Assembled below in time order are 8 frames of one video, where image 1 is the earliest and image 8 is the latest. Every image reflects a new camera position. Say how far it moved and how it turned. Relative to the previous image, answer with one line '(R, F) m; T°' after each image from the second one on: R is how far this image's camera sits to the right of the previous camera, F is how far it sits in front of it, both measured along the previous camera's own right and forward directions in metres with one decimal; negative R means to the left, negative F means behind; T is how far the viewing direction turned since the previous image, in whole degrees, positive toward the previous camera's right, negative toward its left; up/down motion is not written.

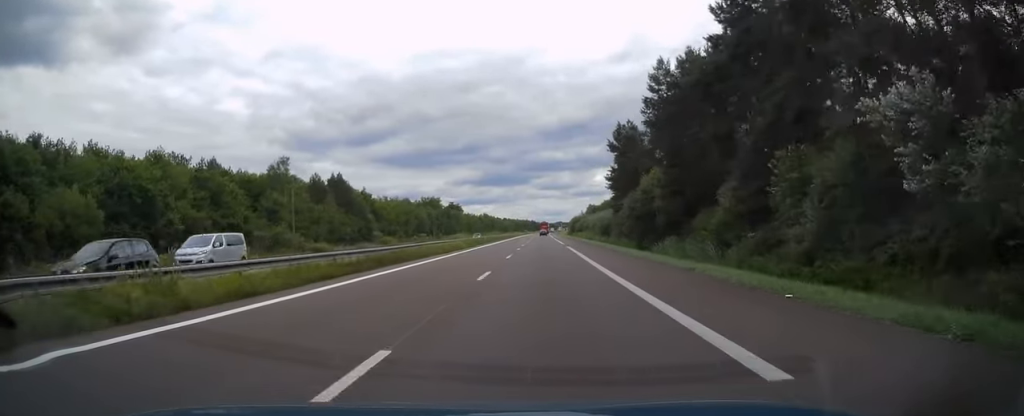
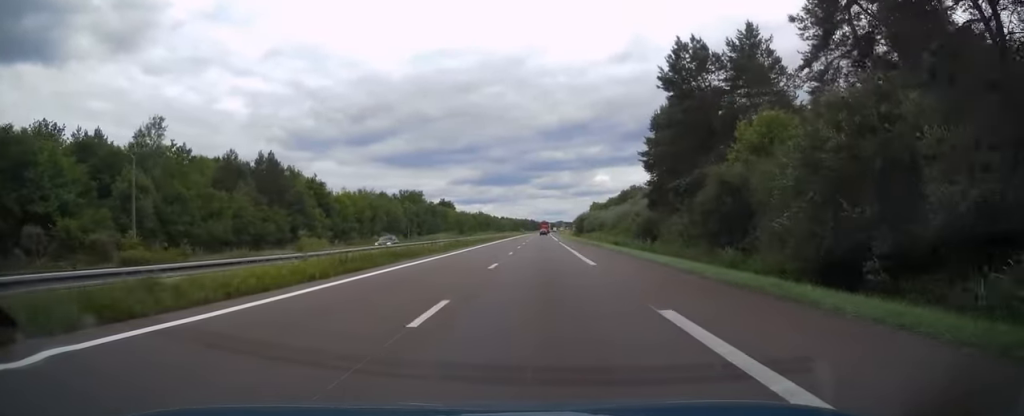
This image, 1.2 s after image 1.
(+0.2, +34.3) m; 0°
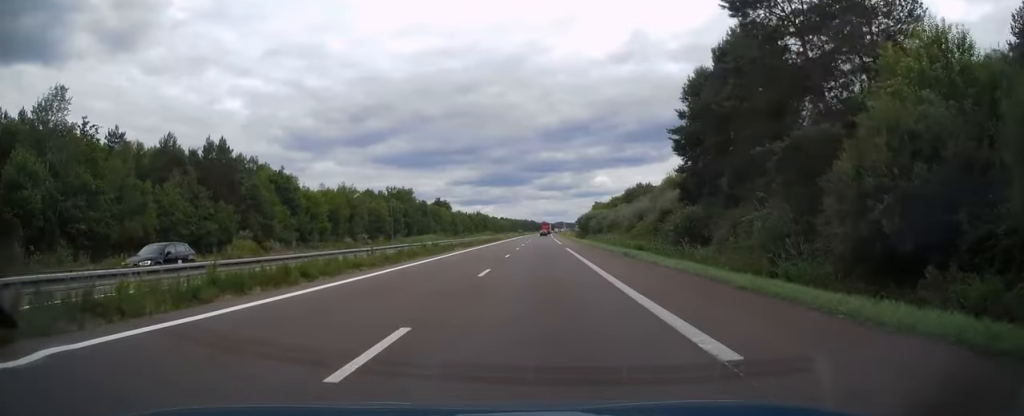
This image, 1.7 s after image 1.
(+0.1, +16.2) m; 0°
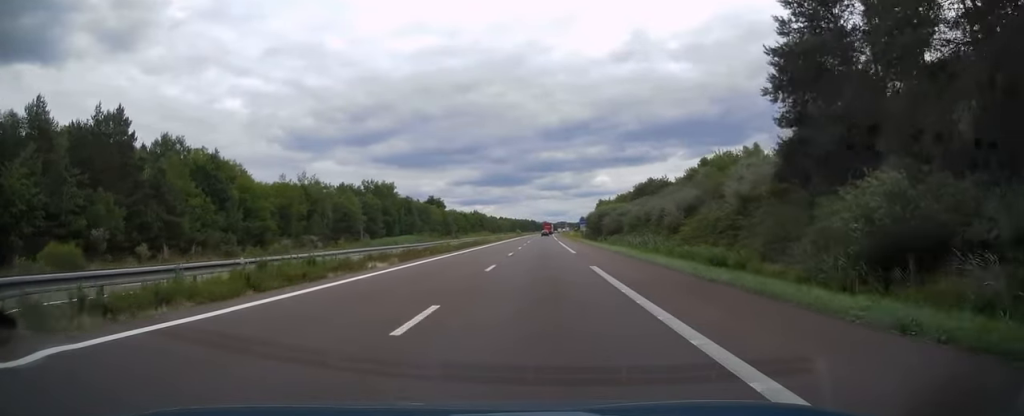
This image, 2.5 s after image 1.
(-0.2, +23.5) m; 0°
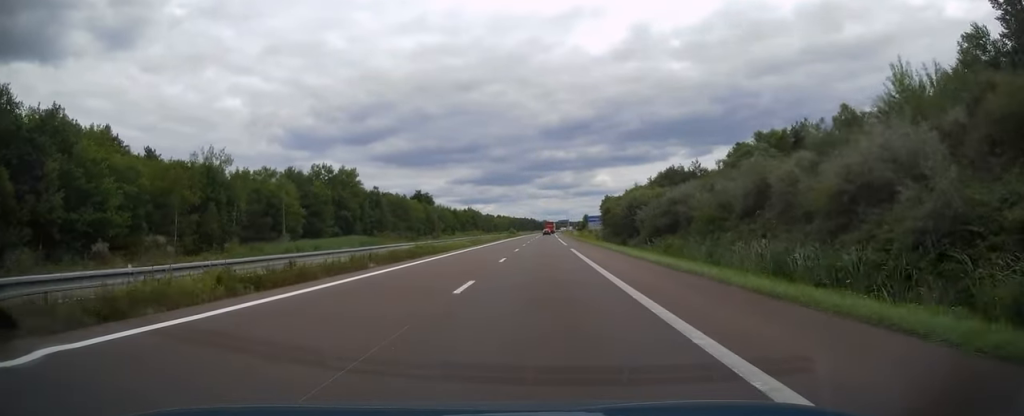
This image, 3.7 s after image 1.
(+0.3, +33.9) m; 0°
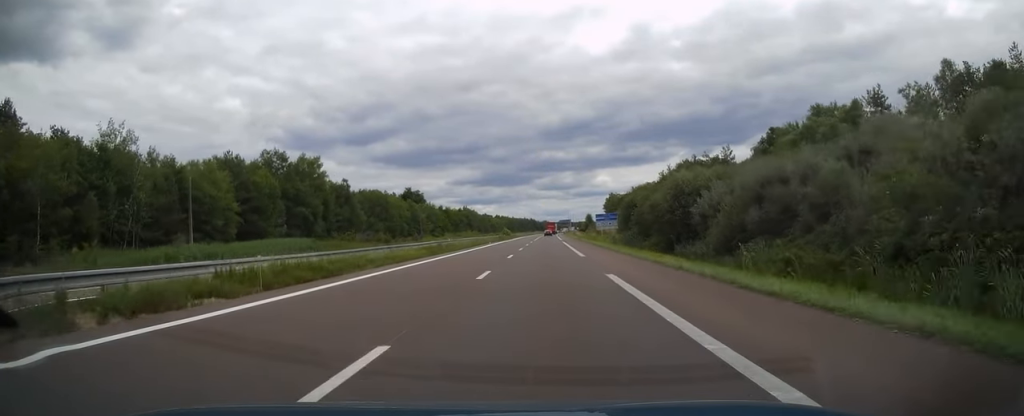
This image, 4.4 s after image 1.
(-0.2, +22.0) m; -1°
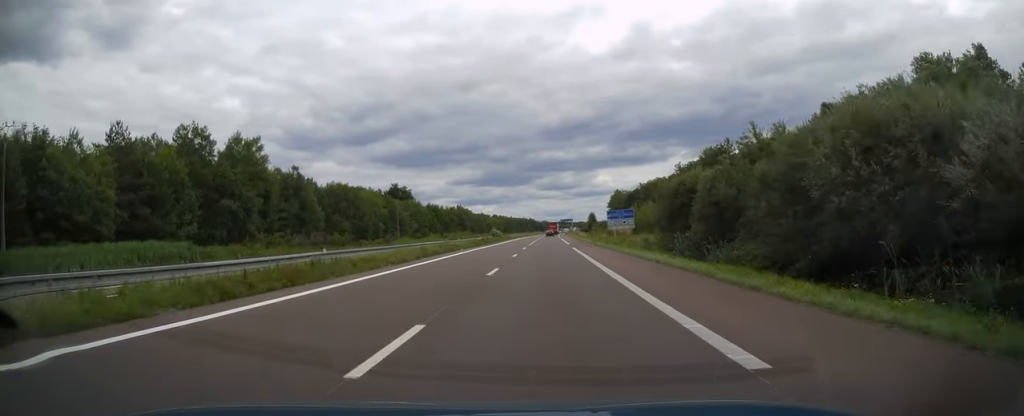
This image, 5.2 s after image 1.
(0.0, +24.5) m; 0°
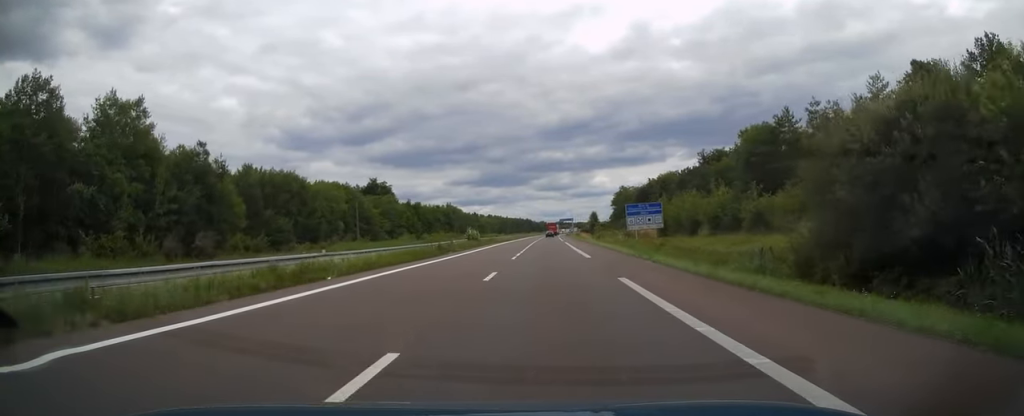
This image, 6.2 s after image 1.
(0.0, +27.9) m; 0°
